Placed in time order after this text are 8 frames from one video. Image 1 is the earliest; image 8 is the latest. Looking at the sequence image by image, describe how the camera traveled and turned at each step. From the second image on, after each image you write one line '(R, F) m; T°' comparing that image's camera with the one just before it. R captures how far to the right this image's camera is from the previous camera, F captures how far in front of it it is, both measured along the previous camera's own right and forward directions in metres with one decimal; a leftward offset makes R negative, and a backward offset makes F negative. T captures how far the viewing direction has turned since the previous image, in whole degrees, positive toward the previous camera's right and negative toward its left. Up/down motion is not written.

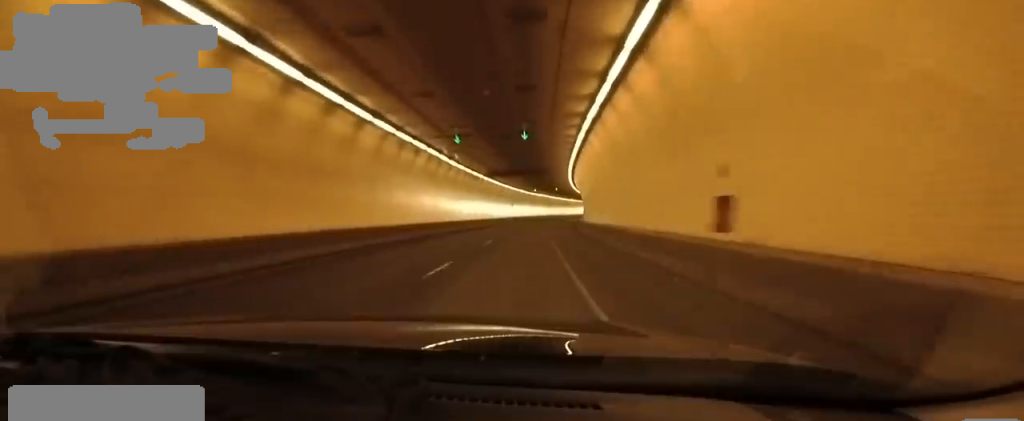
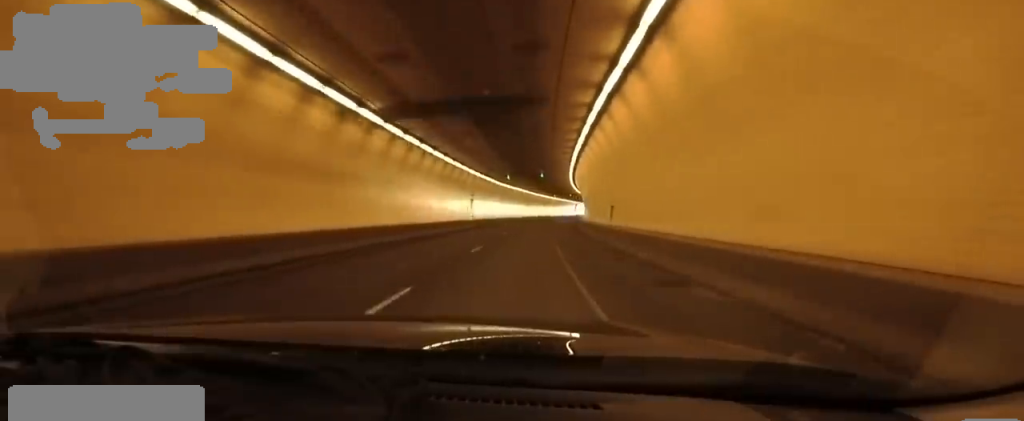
(-0.2, +16.7) m; 0°
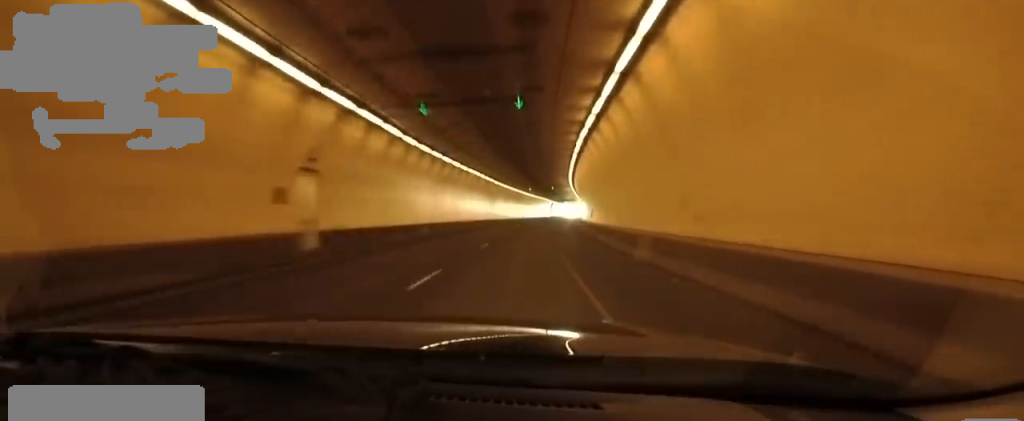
(+0.2, +19.1) m; 0°
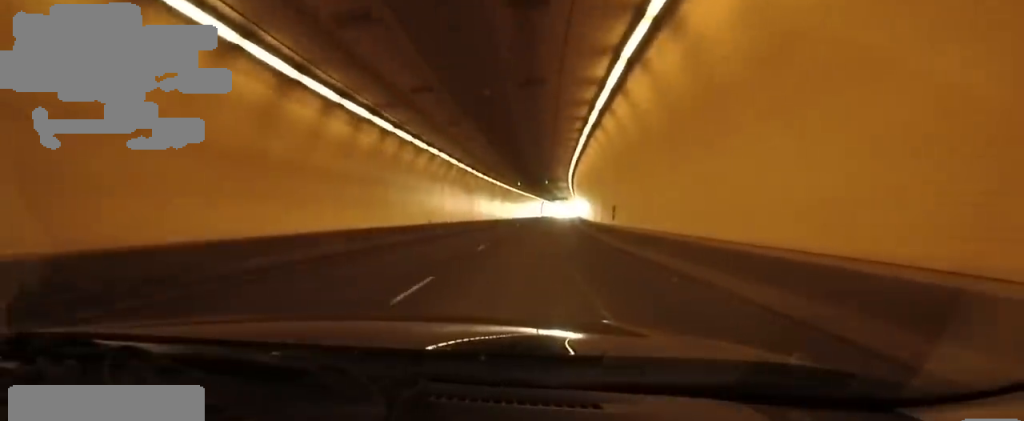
(-0.1, +7.8) m; 0°
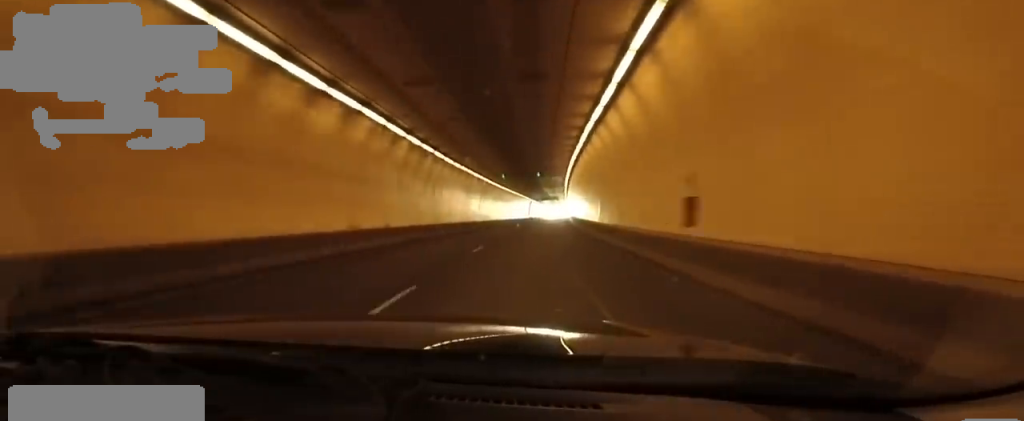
(-0.1, +7.8) m; 0°
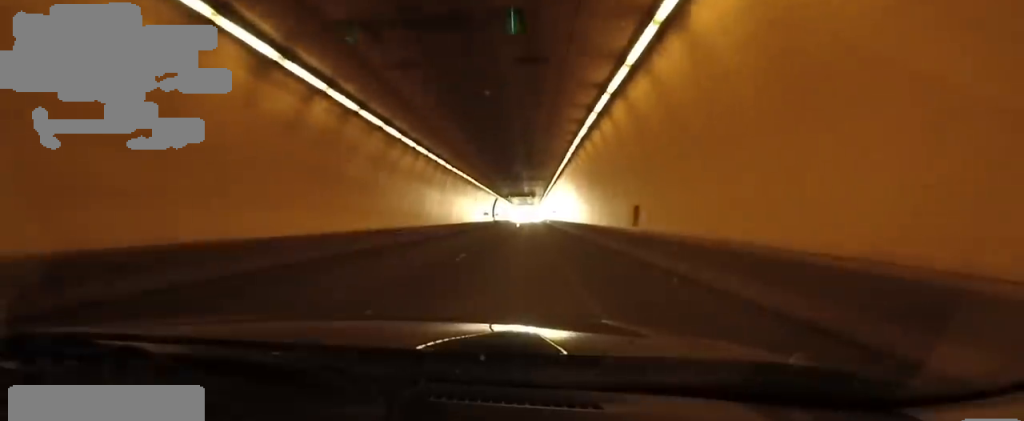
(+0.1, +22.9) m; -2°
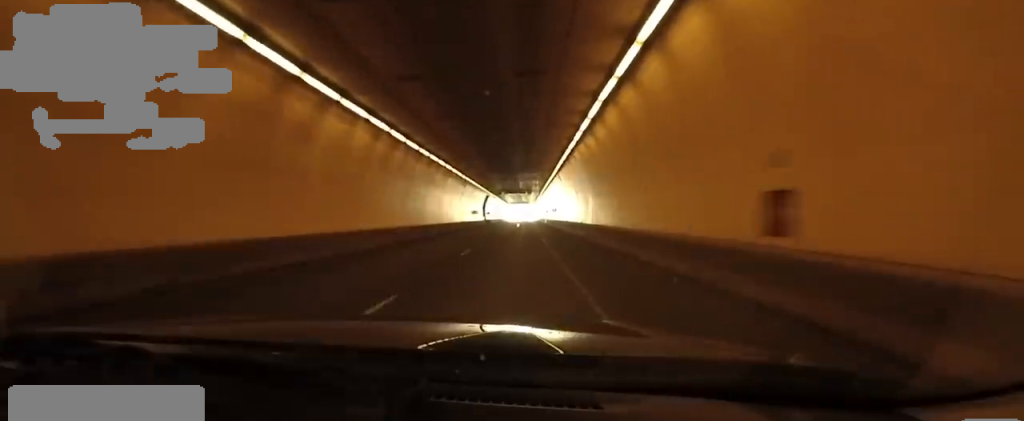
(+0.3, +6.3) m; -2°
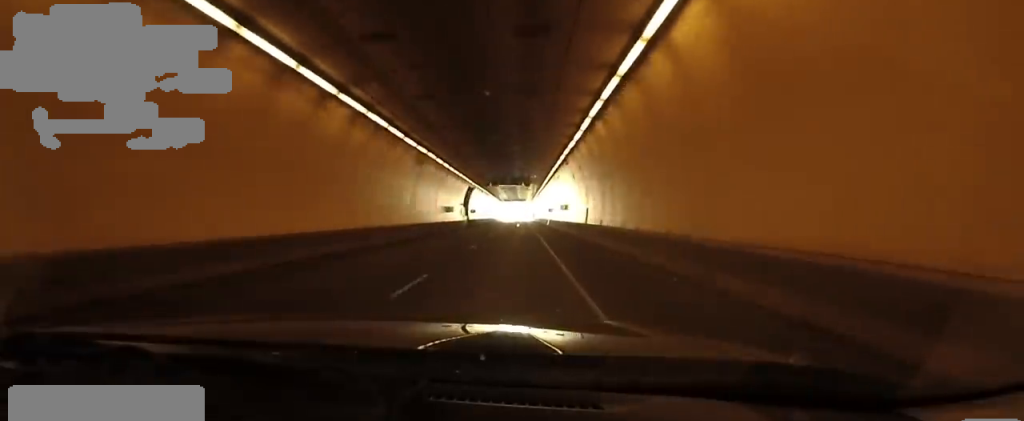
(-1.0, +12.6) m; -1°
